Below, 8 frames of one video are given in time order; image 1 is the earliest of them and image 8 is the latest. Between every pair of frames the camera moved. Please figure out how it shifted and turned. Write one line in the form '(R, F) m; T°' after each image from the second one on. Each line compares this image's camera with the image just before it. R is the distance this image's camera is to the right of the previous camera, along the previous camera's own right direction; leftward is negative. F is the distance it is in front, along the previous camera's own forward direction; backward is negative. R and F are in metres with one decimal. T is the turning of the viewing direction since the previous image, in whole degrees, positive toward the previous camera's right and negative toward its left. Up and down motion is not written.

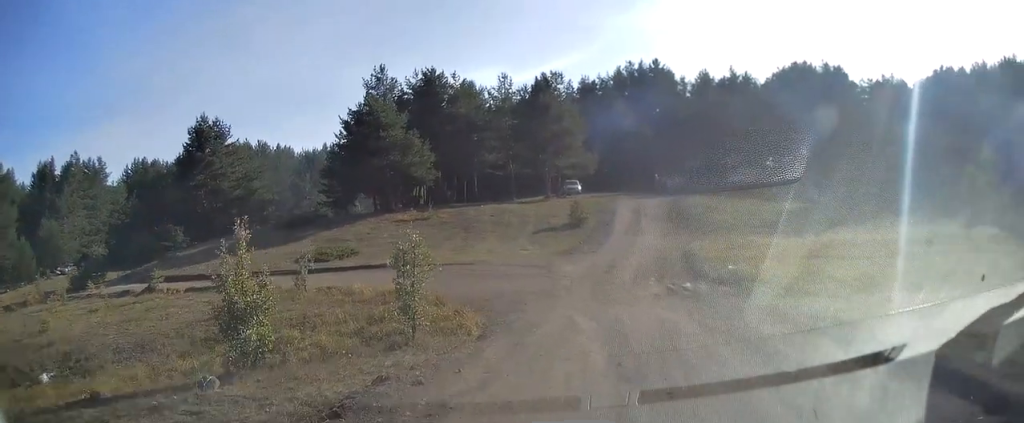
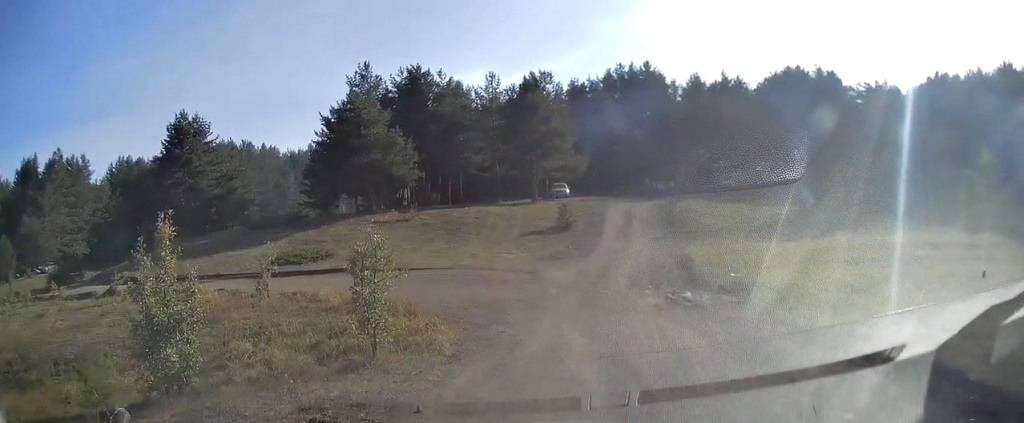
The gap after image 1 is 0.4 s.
(0.0, +1.9) m; +1°
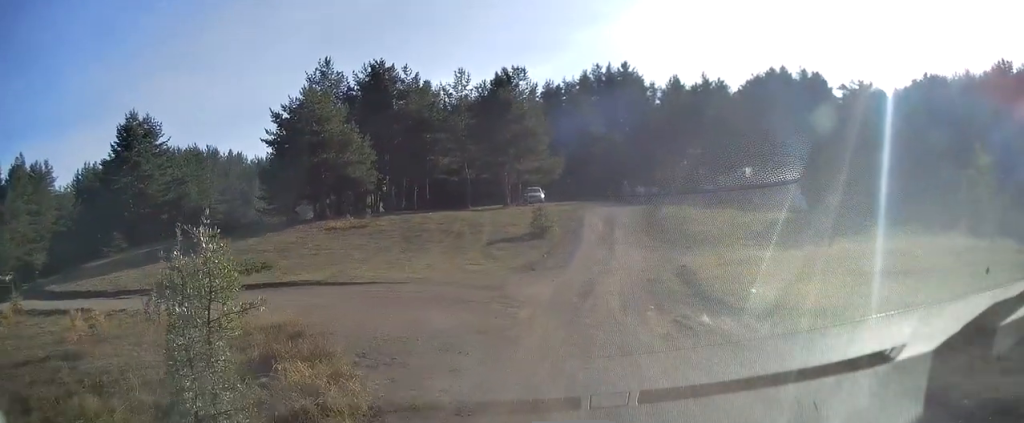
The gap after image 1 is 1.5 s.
(+0.1, +4.7) m; +2°
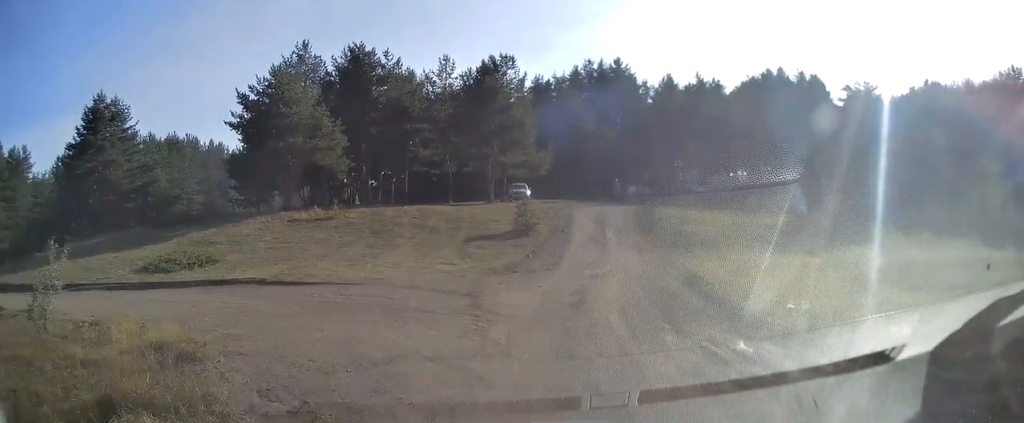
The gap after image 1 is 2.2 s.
(0.0, +3.5) m; +1°
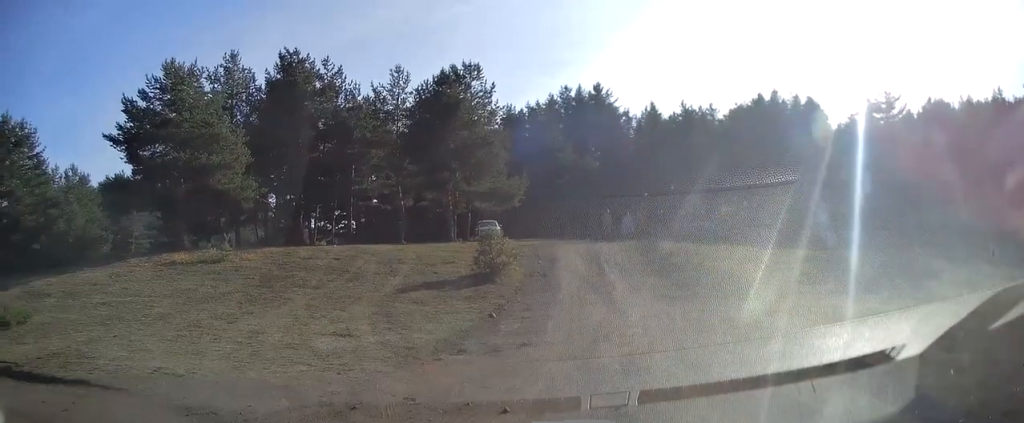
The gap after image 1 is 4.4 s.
(-0.1, +10.0) m; +2°
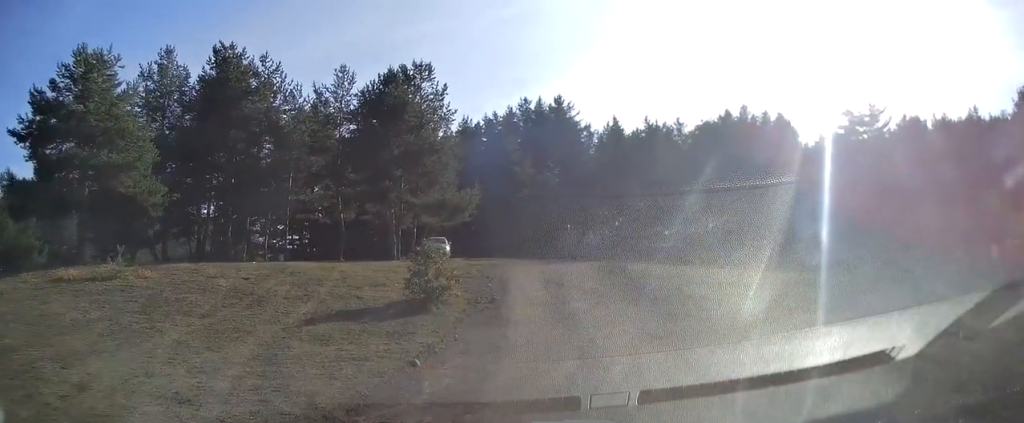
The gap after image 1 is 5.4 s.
(+0.3, +4.4) m; +8°
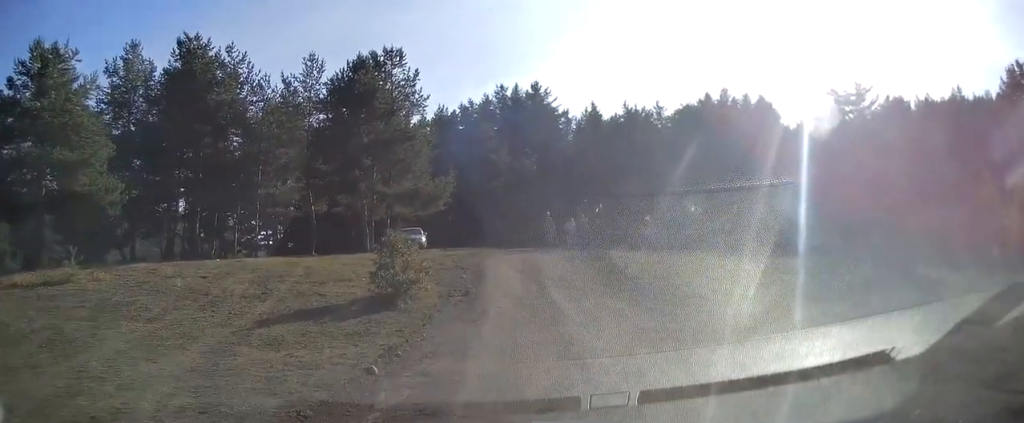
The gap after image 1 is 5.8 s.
(+0.1, +1.5) m; +2°
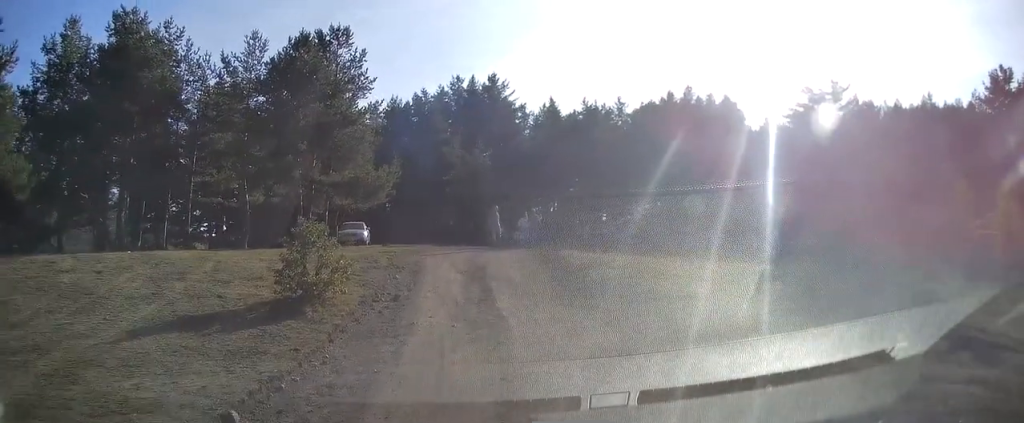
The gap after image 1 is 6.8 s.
(+0.1, +3.2) m; +4°
